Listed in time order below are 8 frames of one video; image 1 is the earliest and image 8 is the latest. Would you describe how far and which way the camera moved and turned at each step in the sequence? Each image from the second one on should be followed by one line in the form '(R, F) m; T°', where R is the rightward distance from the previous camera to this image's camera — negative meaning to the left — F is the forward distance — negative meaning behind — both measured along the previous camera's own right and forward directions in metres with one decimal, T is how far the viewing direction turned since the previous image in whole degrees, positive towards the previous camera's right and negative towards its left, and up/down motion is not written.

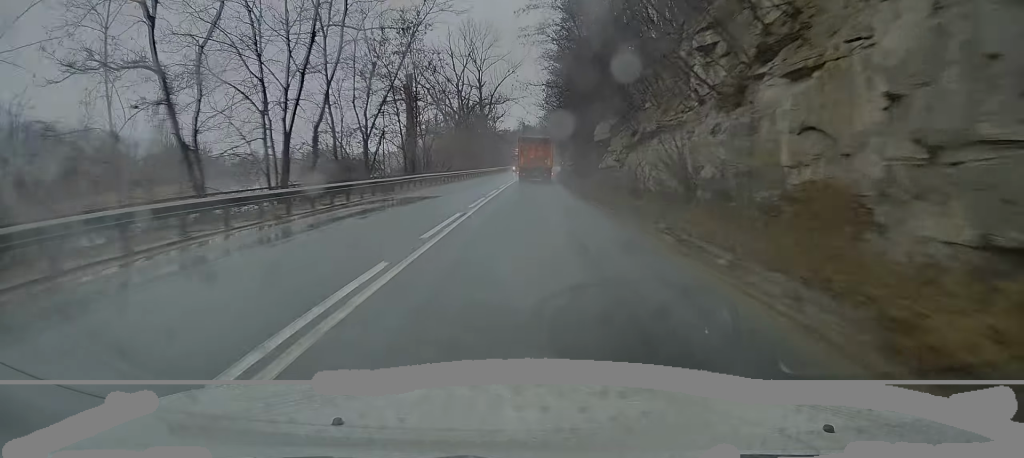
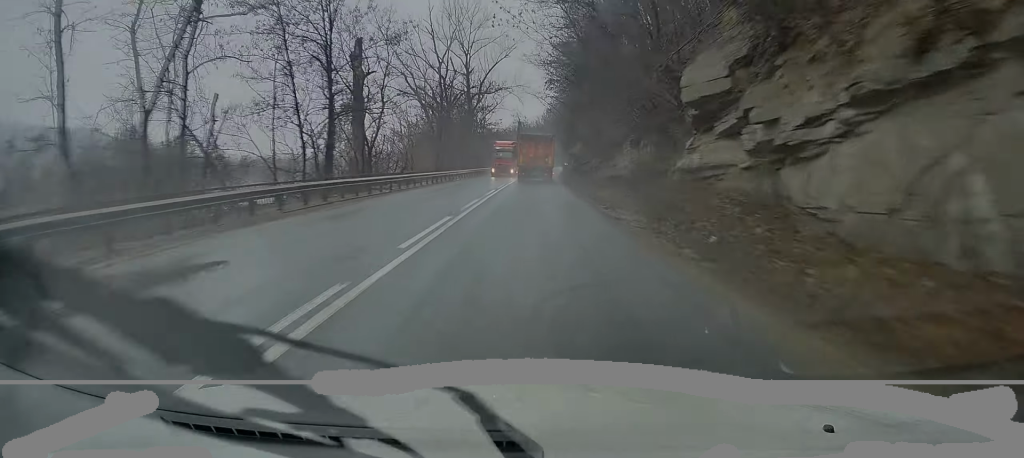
(0.0, +19.6) m; 0°
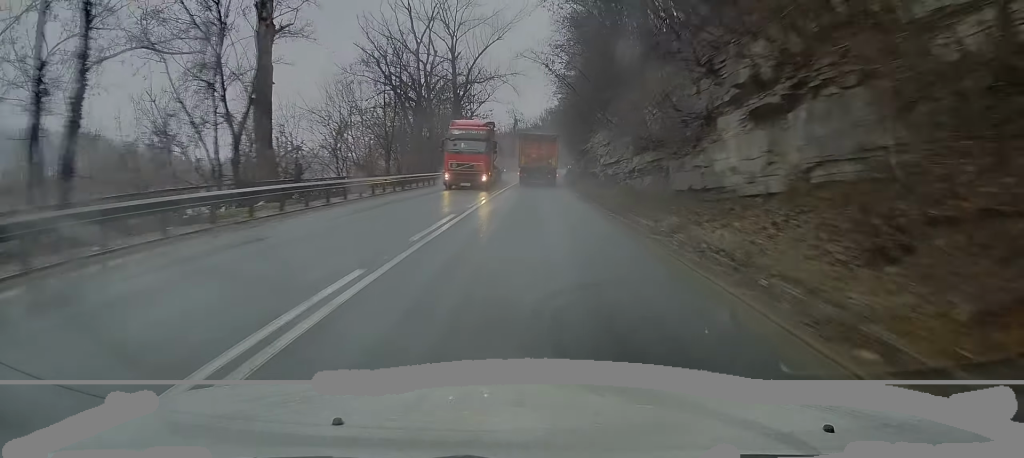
(+0.2, +17.4) m; 0°
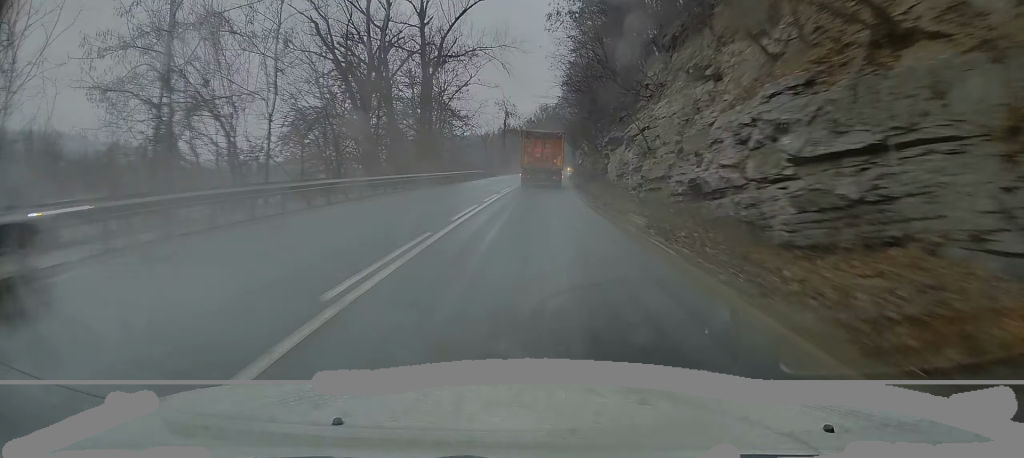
(-0.3, +23.1) m; 0°
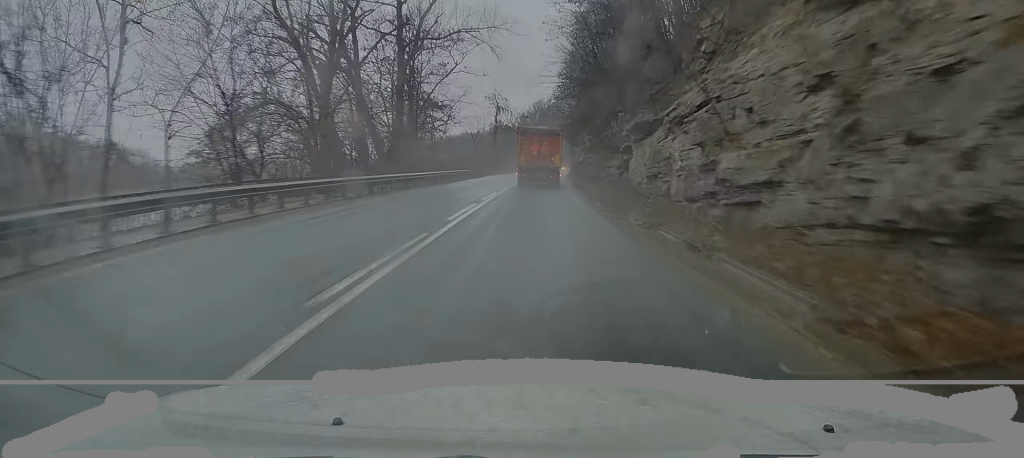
(+0.1, +9.3) m; +1°
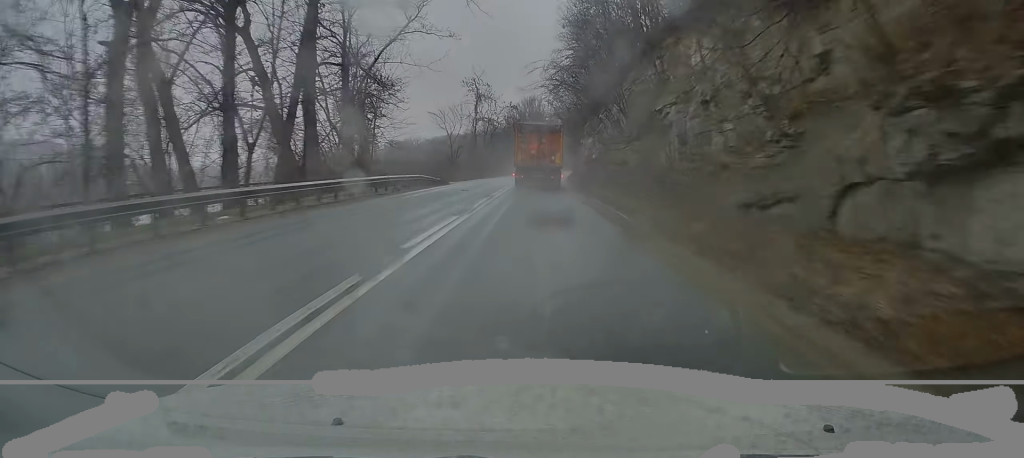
(+0.5, +22.8) m; +2°
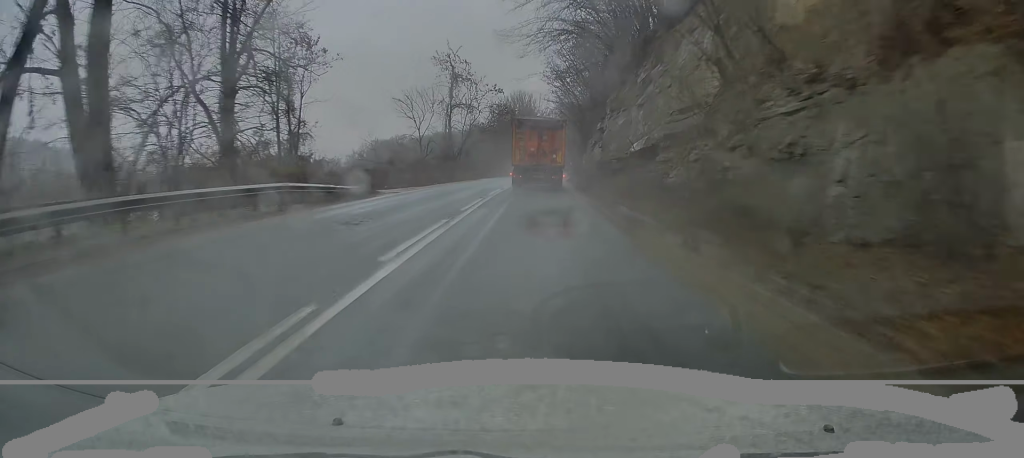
(+0.1, +19.7) m; +1°
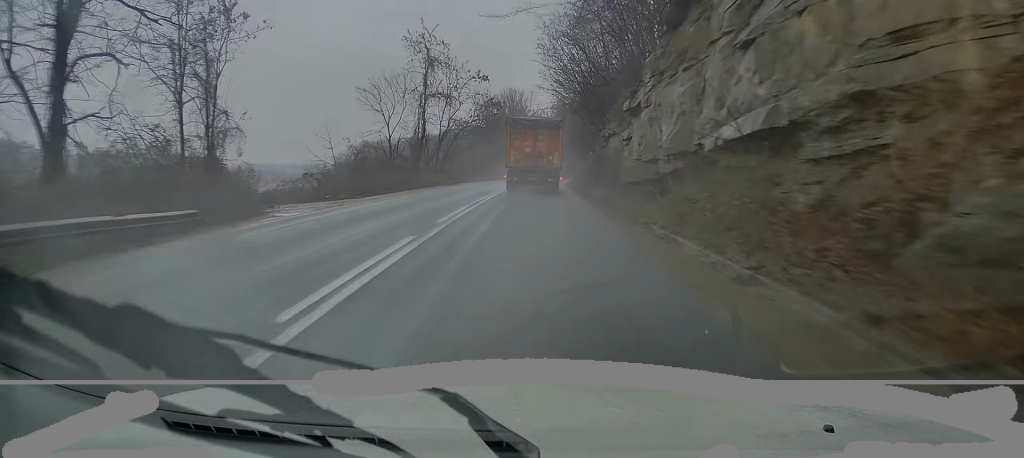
(0.0, +12.6) m; +1°
